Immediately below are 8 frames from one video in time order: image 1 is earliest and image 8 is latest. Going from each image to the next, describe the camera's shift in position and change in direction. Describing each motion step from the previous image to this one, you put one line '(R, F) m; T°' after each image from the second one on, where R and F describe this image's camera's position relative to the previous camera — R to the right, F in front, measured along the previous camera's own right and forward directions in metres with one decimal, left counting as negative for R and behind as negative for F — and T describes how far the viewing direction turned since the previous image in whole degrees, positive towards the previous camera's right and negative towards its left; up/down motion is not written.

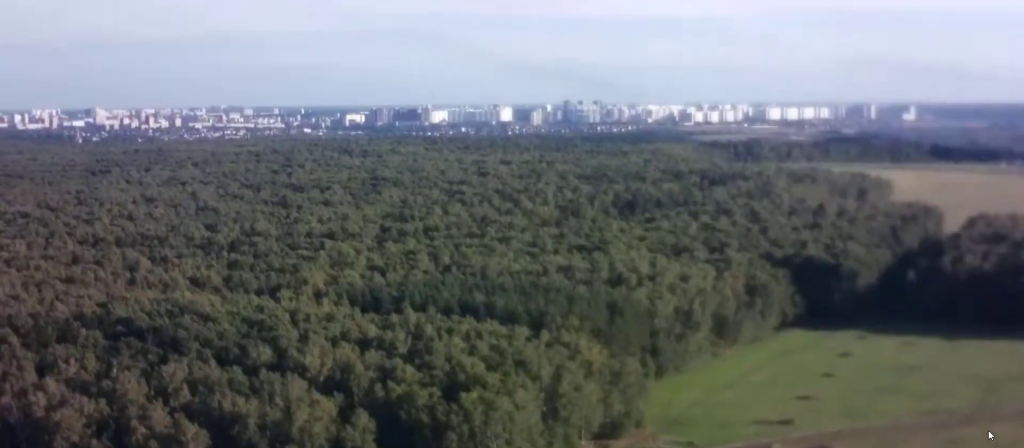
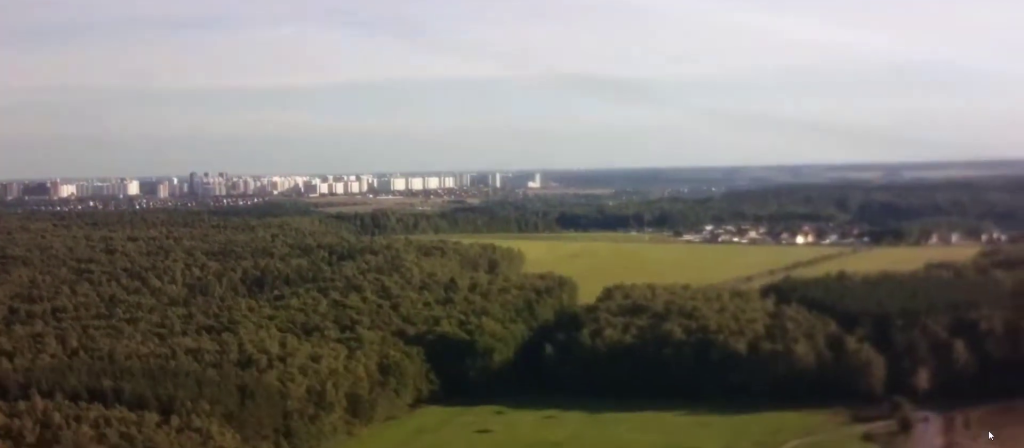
(+2.5, +18.4) m; +12°
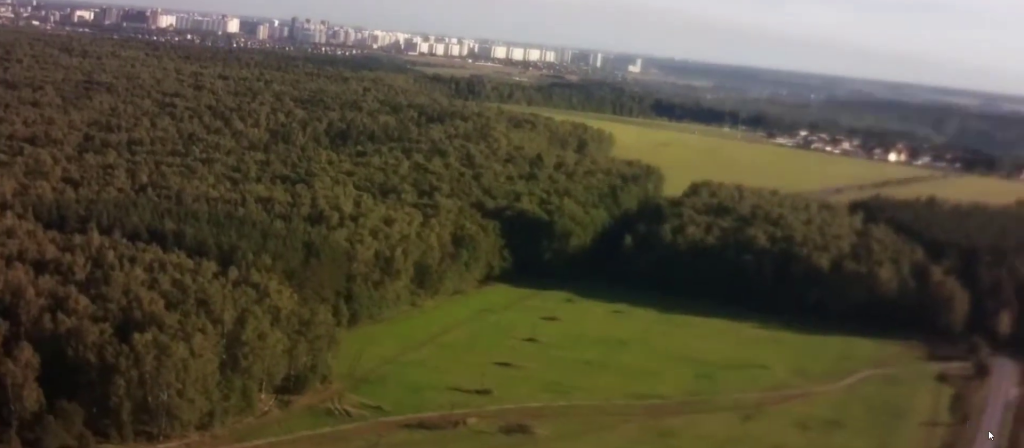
(+0.2, +17.5) m; +1°
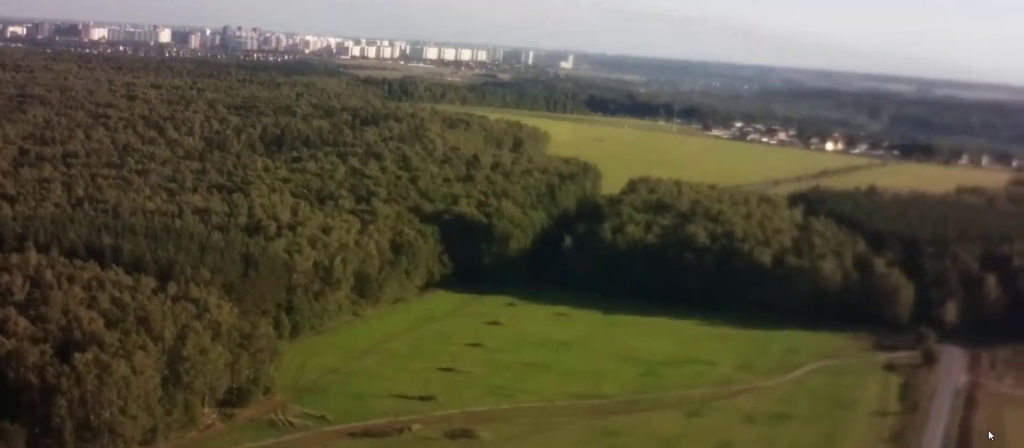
(-0.1, +5.2) m; +1°
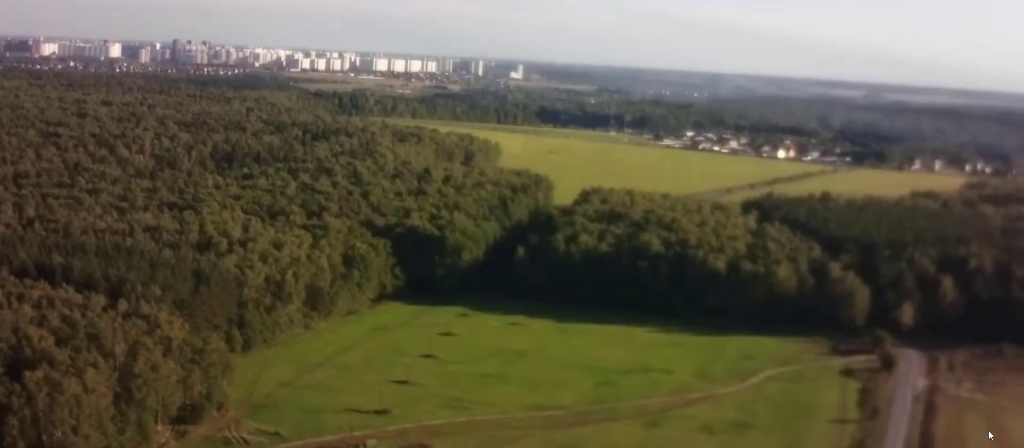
(0.0, +4.5) m; +2°
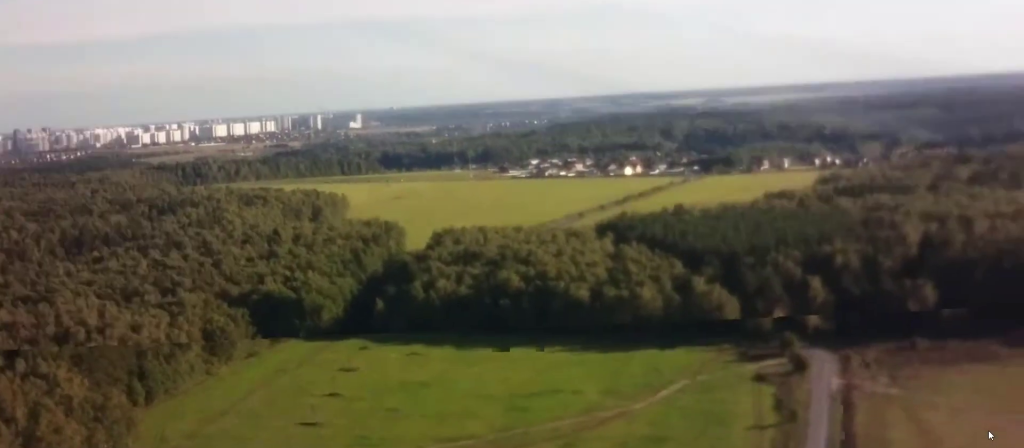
(+0.4, +10.6) m; +8°
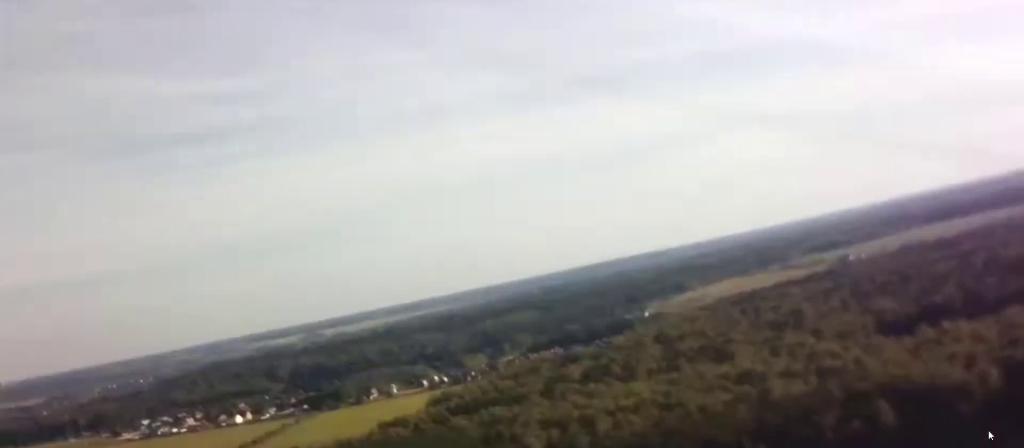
(+0.9, +11.1) m; +15°
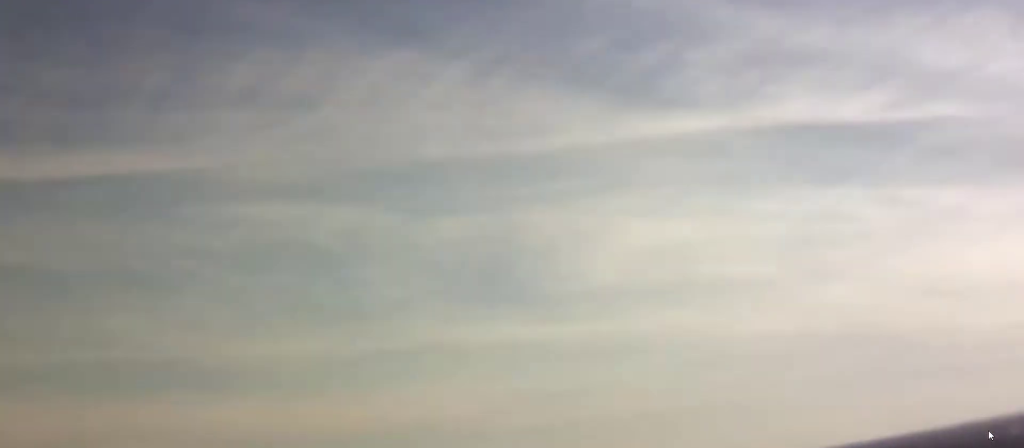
(+2.9, +13.0) m; +20°
